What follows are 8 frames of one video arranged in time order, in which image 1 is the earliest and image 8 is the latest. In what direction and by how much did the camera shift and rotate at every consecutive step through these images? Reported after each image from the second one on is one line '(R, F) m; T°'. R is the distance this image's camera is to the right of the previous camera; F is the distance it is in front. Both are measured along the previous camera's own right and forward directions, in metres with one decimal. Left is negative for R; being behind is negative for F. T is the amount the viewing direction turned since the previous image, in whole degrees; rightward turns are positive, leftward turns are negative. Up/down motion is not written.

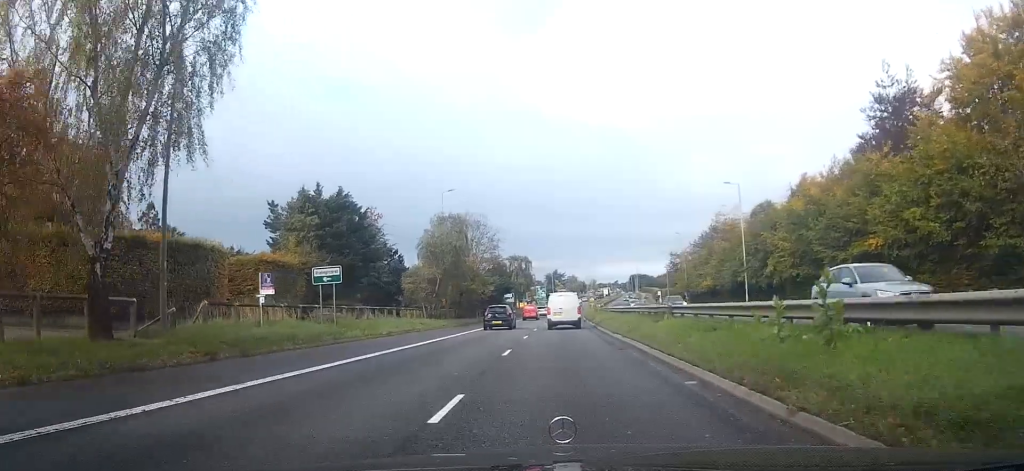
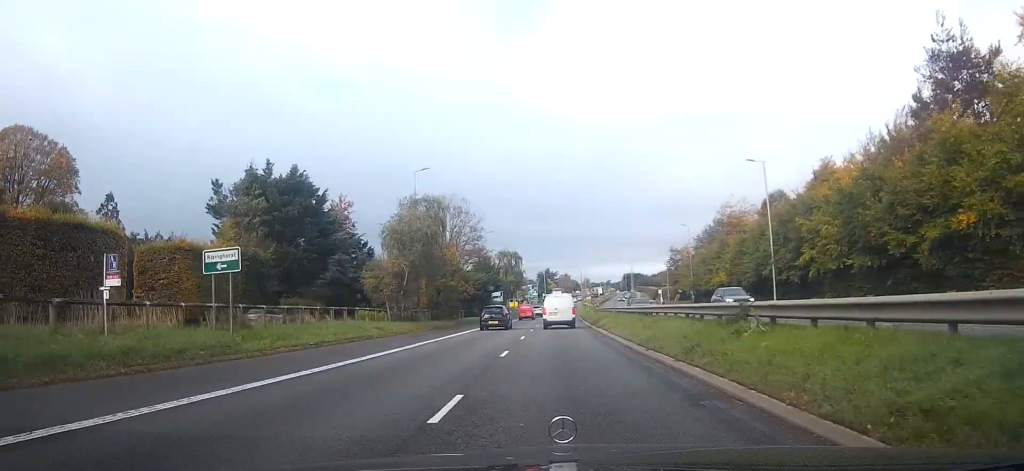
(+0.2, +9.2) m; 0°
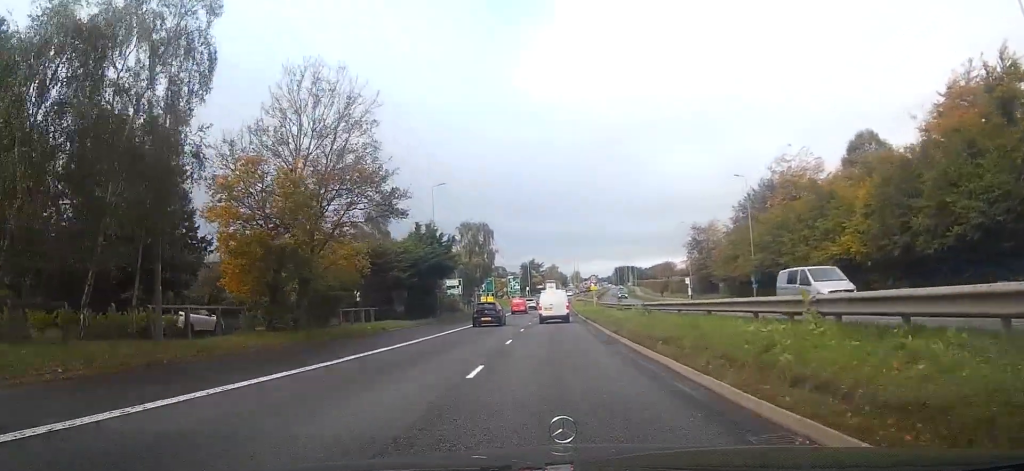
(0.0, +32.5) m; +1°
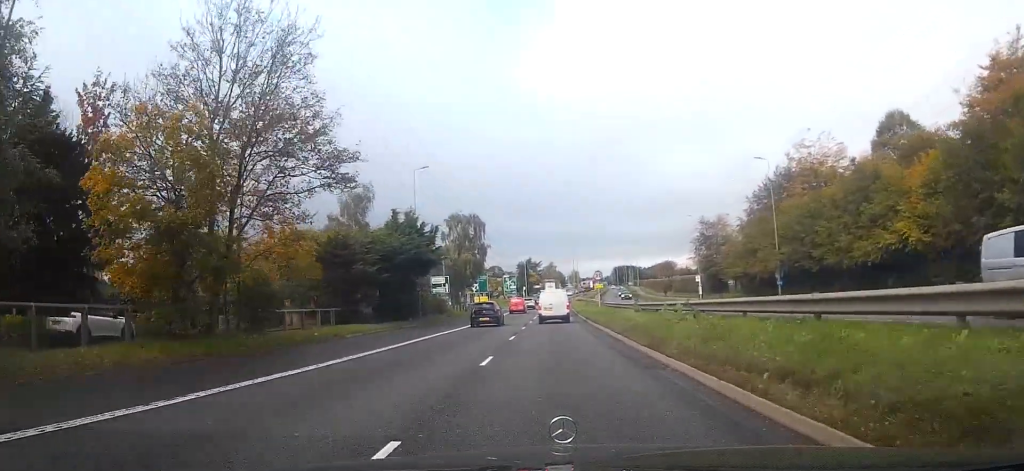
(+0.1, +7.0) m; 0°
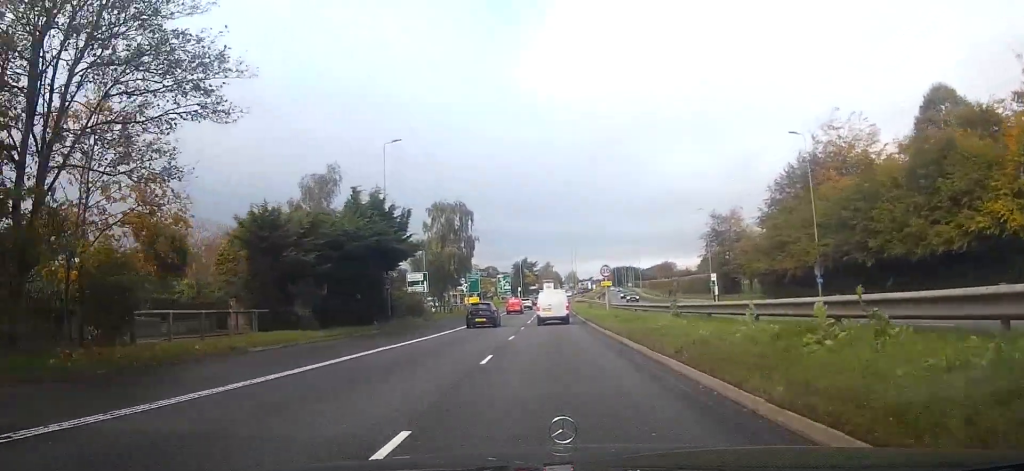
(0.0, +8.6) m; 0°
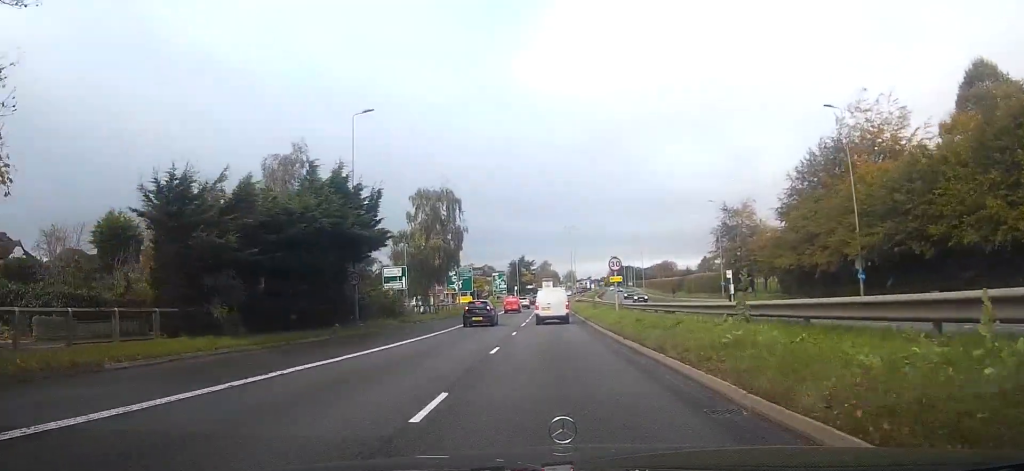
(0.0, +6.6) m; 0°
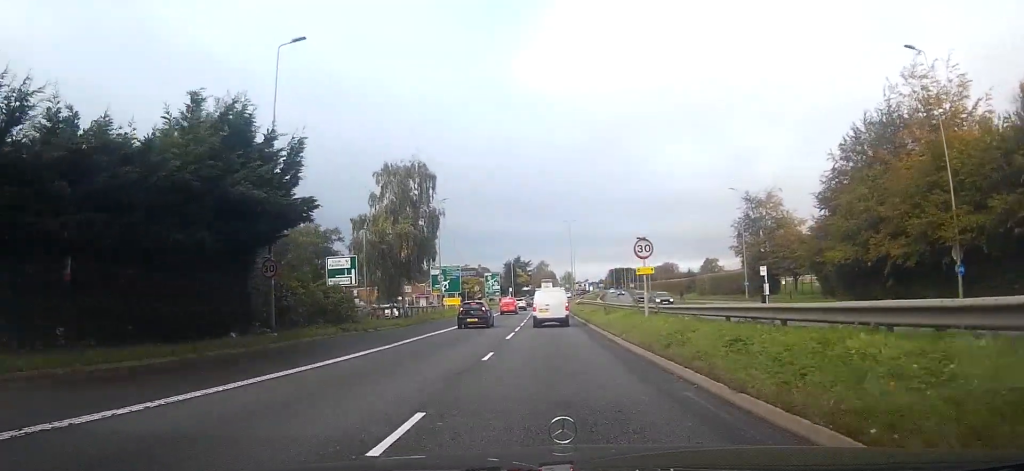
(-0.1, +10.7) m; +1°
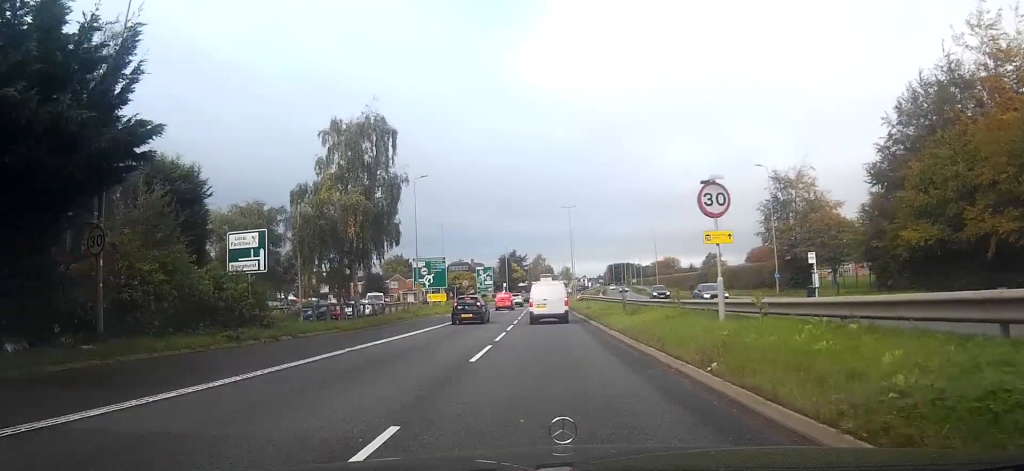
(+0.3, +10.4) m; +1°
